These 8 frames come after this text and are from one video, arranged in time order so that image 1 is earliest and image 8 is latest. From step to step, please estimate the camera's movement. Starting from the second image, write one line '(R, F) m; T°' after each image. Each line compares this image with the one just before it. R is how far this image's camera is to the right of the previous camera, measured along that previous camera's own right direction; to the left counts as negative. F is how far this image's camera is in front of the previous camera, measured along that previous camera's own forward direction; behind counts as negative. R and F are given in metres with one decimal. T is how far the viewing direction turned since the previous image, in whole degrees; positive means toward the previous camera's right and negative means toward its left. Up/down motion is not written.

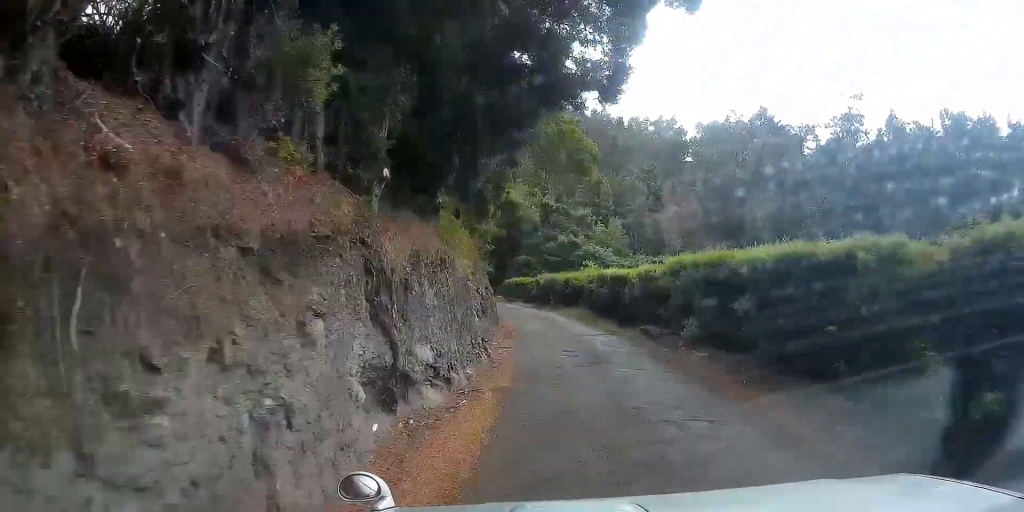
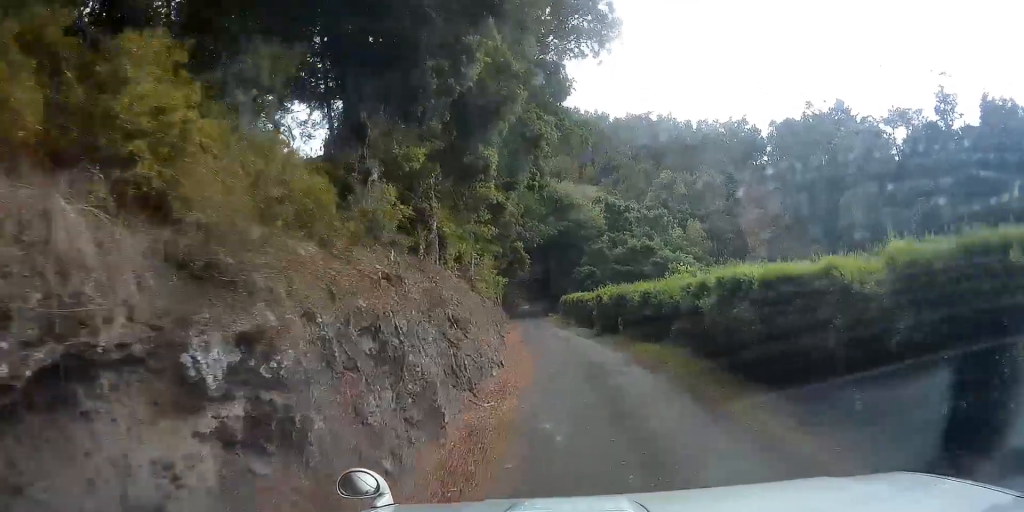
(+0.4, +15.7) m; 0°
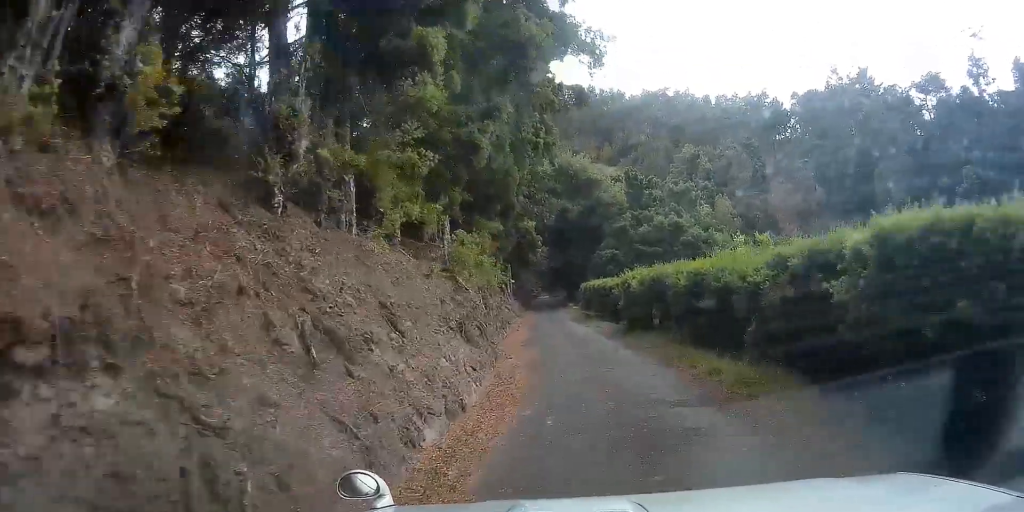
(-0.4, +6.7) m; +2°
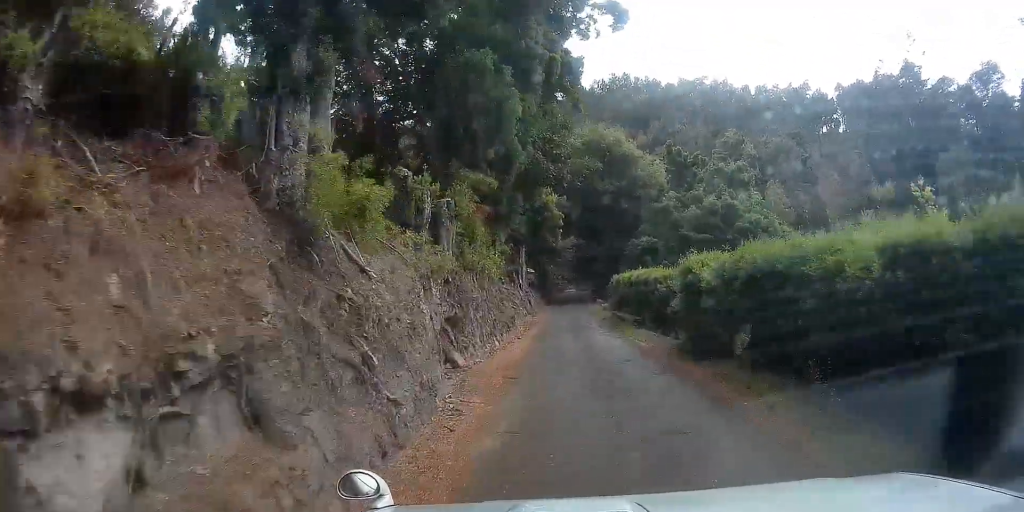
(+0.8, +9.3) m; +4°
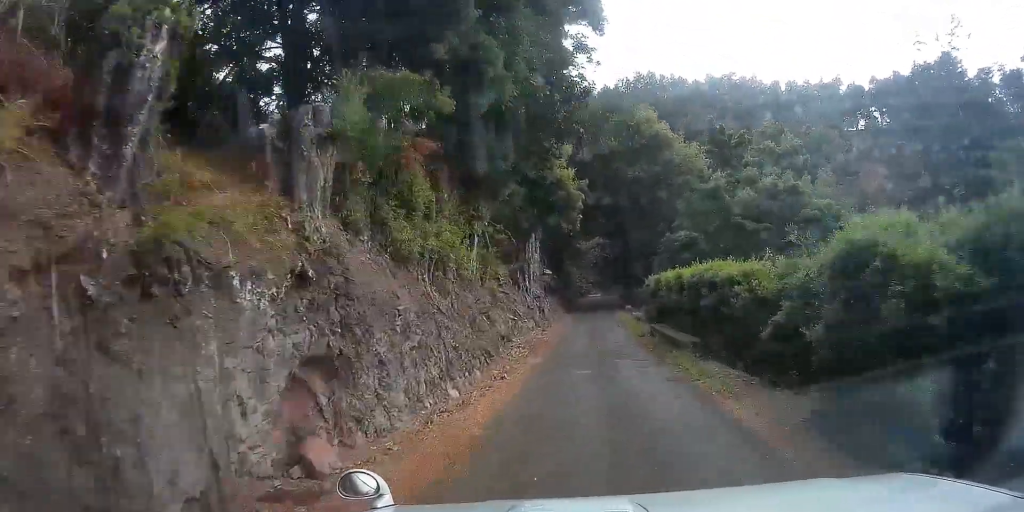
(-0.3, +8.2) m; -3°
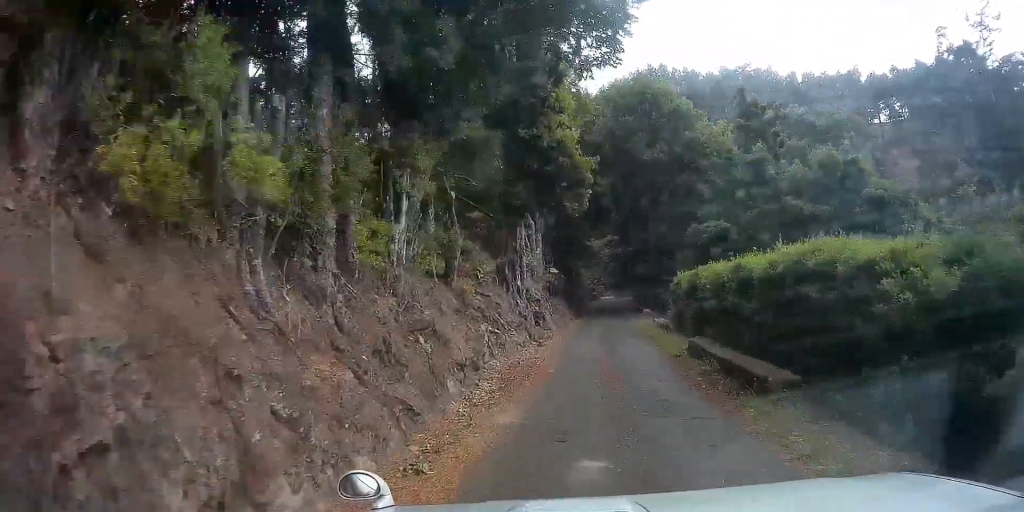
(-0.1, +6.1) m; -2°
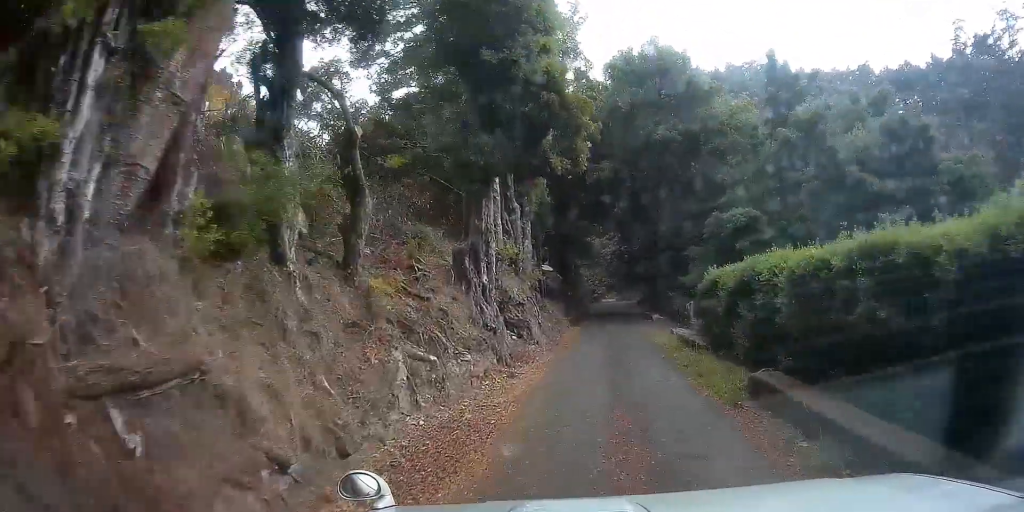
(-0.1, +6.1) m; -1°
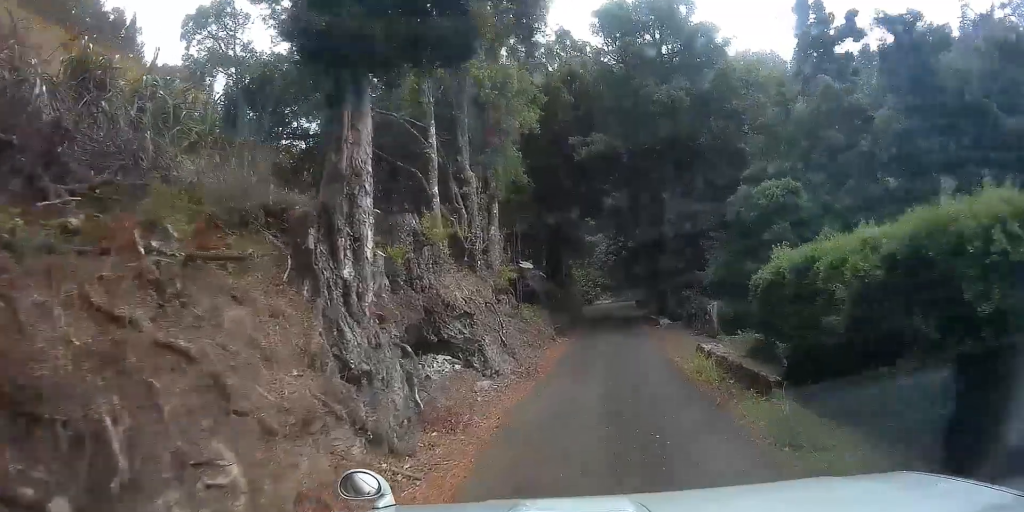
(-0.1, +6.9) m; 0°
